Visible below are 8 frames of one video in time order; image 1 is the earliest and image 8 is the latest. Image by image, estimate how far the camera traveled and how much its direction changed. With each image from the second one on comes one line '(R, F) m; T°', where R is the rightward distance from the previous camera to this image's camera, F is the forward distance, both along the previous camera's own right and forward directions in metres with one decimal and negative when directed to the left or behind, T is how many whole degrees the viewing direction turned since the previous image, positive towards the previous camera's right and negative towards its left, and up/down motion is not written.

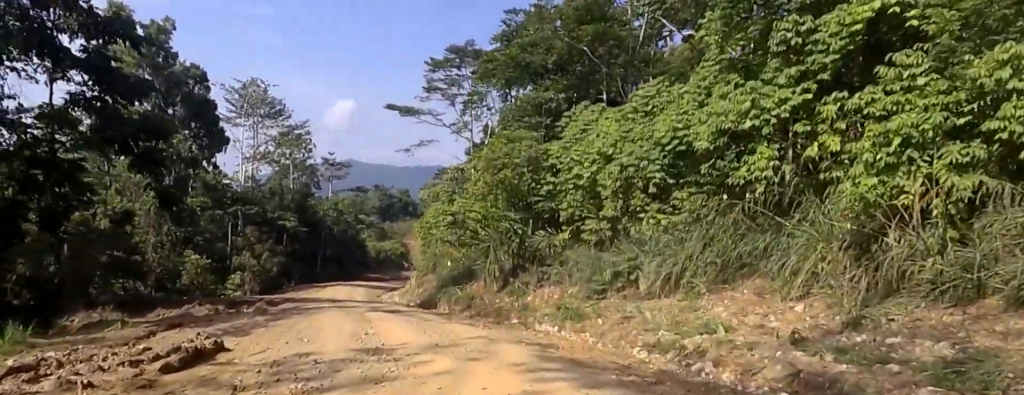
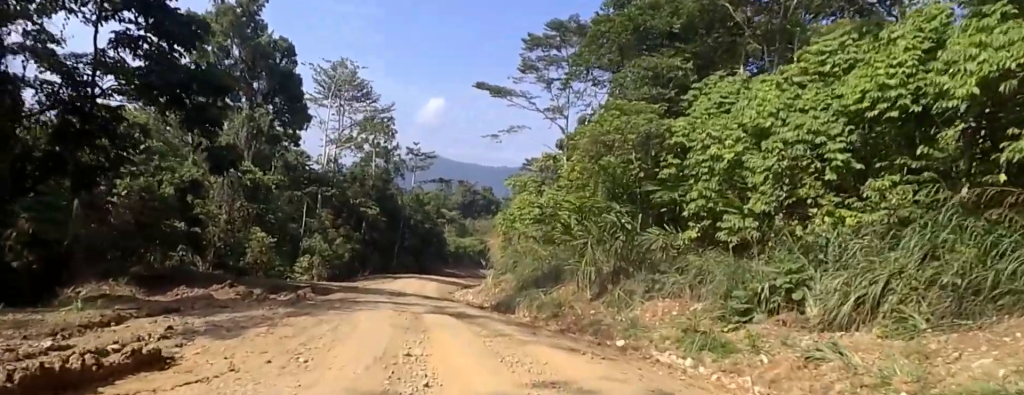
(0.0, +5.9) m; 0°
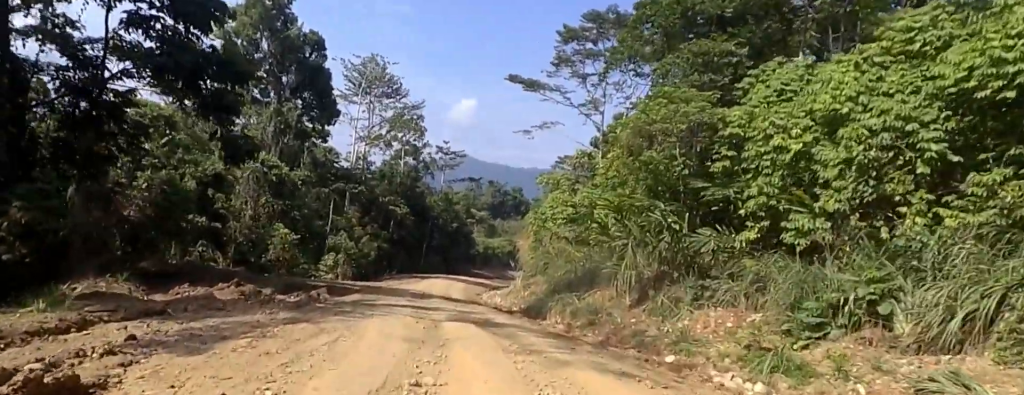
(0.0, +2.1) m; 0°
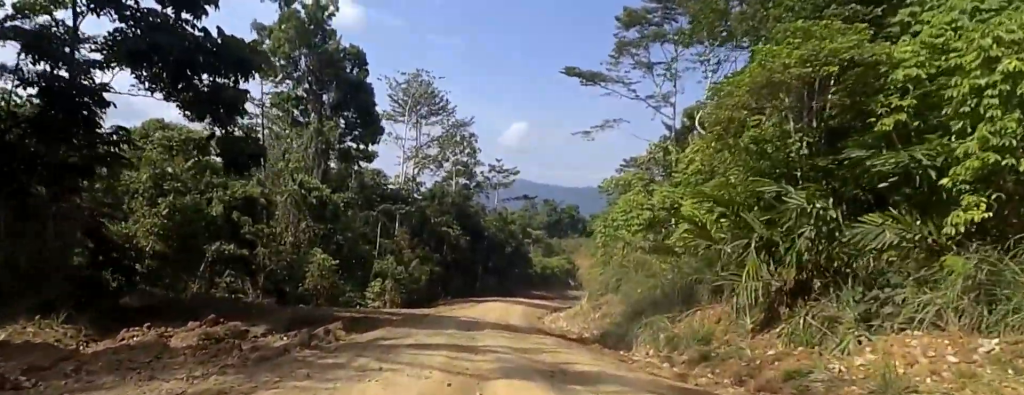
(0.0, +5.8) m; 0°
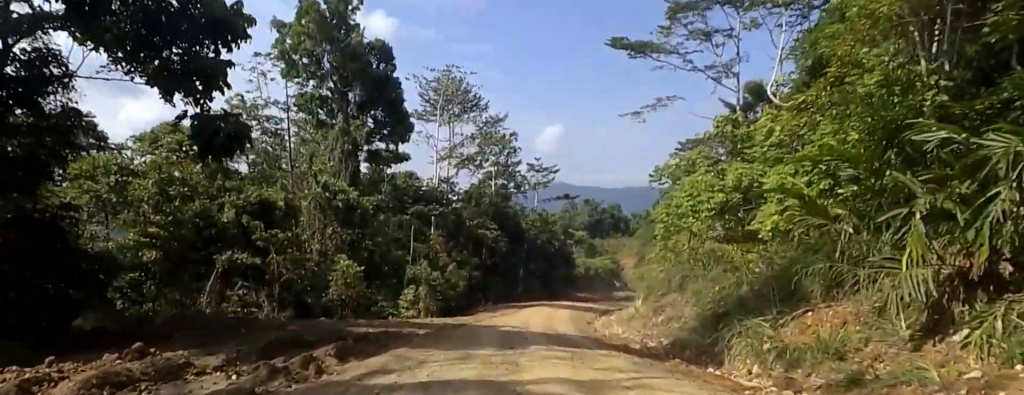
(0.0, +4.5) m; 0°
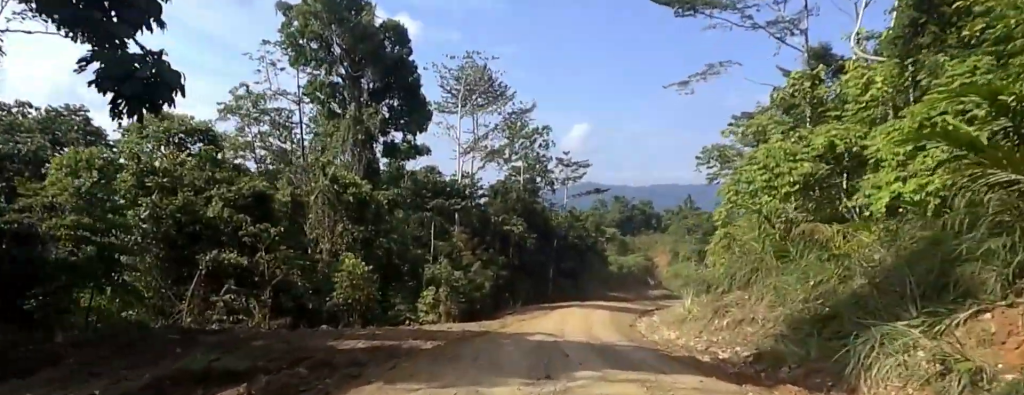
(0.0, +4.7) m; 0°
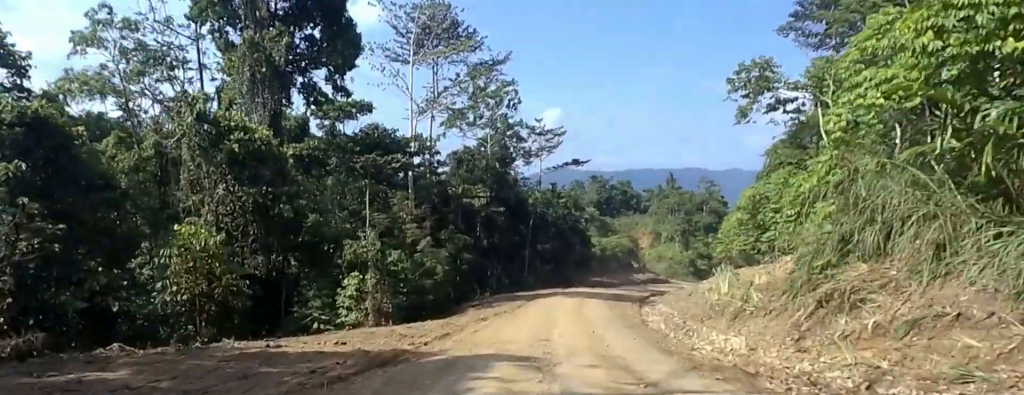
(0.0, +12.3) m; +1°
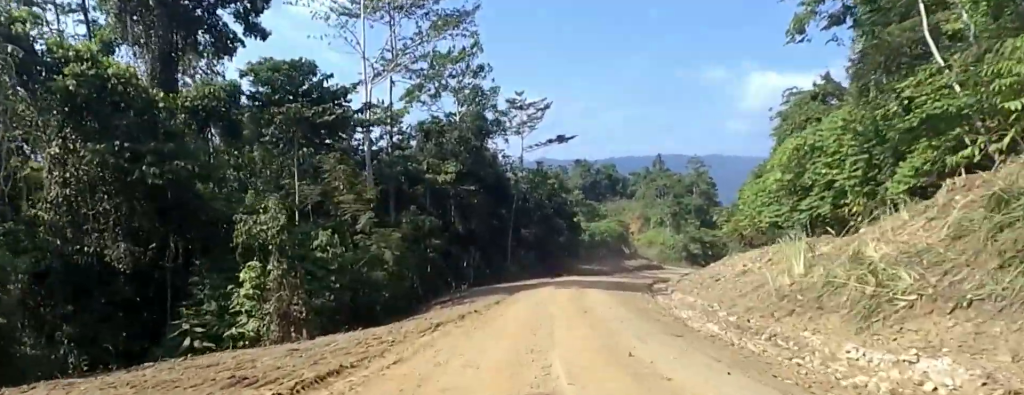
(+0.2, +9.7) m; +1°
